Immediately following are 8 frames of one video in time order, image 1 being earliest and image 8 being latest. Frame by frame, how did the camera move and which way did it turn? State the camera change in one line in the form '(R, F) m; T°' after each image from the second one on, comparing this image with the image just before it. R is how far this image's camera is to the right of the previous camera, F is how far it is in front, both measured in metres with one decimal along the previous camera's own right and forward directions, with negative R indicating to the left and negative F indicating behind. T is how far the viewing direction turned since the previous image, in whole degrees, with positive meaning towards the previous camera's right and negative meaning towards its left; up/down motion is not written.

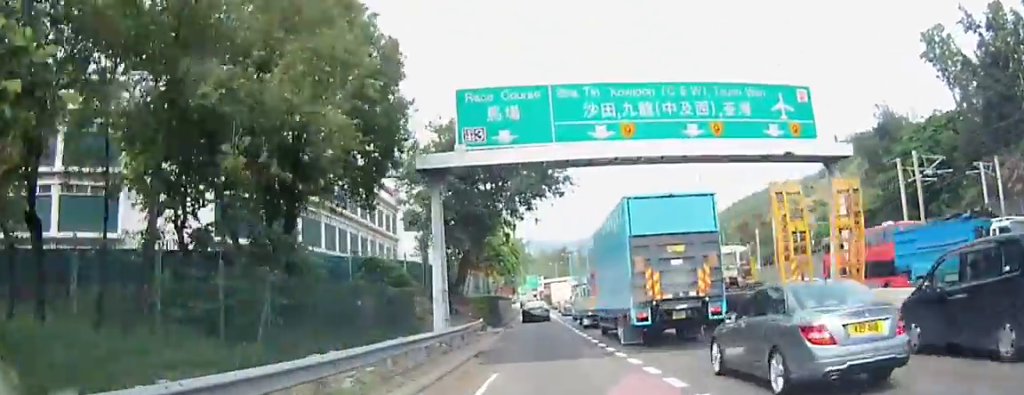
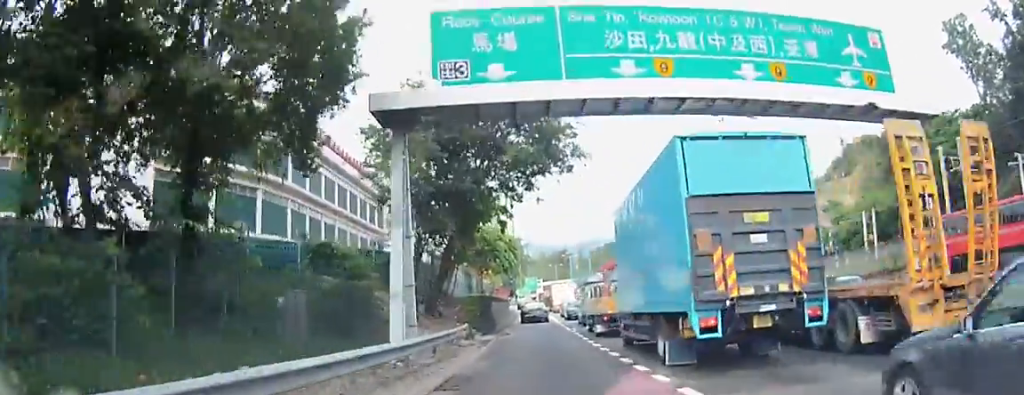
(0.0, +7.0) m; 0°
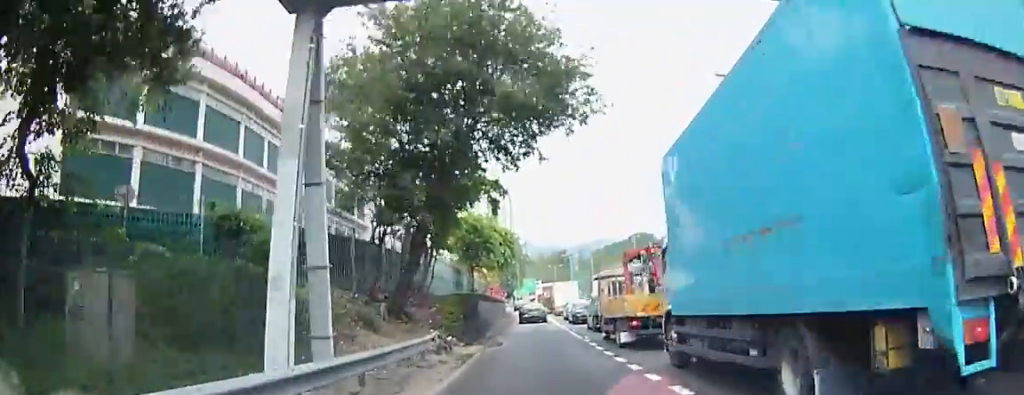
(-0.1, +7.5) m; 0°
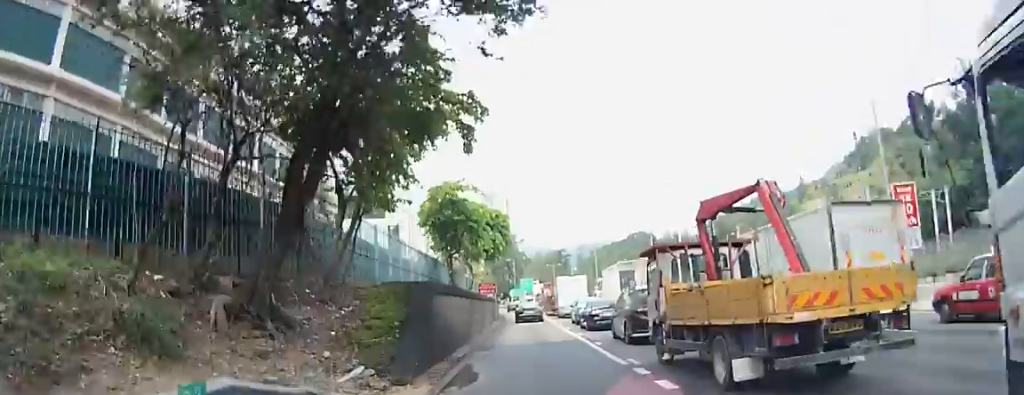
(0.0, +11.5) m; 0°
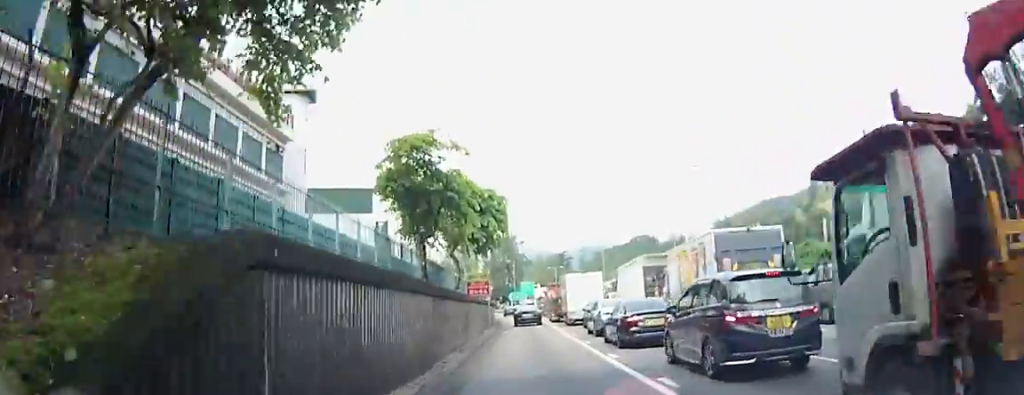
(+0.1, +9.5) m; 0°
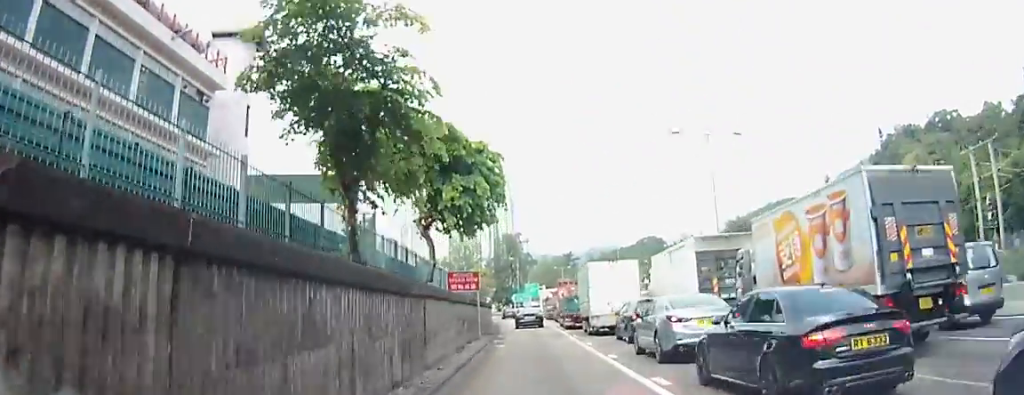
(0.0, +11.4) m; 0°
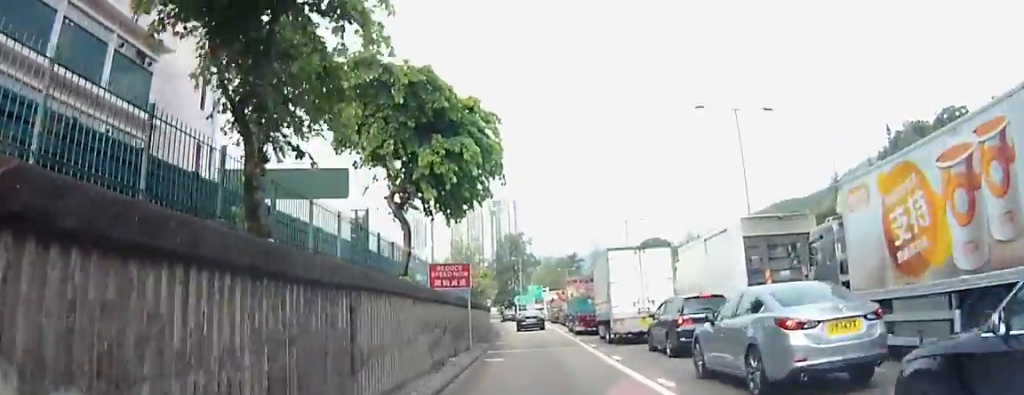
(0.0, +5.9) m; 0°
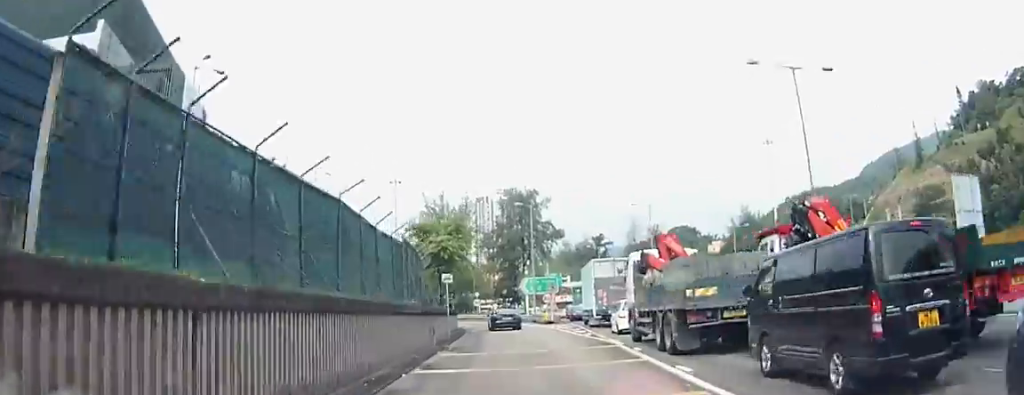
(-0.7, +51.9) m; -2°
